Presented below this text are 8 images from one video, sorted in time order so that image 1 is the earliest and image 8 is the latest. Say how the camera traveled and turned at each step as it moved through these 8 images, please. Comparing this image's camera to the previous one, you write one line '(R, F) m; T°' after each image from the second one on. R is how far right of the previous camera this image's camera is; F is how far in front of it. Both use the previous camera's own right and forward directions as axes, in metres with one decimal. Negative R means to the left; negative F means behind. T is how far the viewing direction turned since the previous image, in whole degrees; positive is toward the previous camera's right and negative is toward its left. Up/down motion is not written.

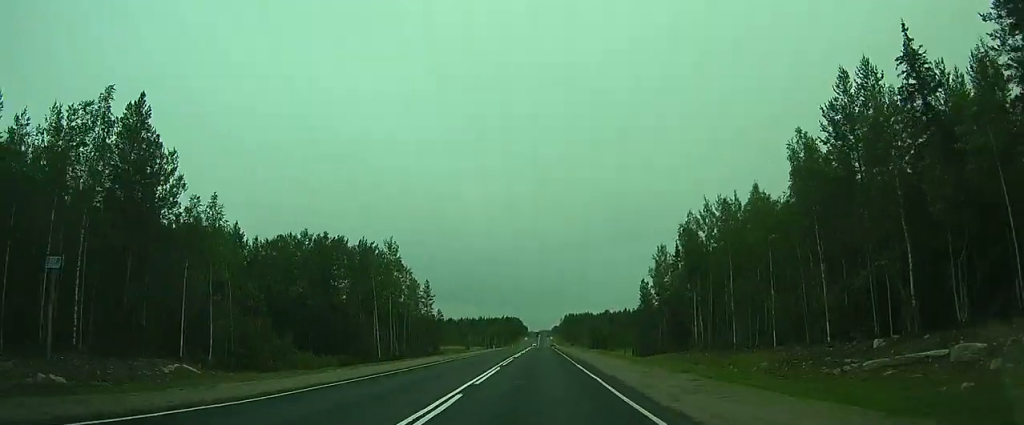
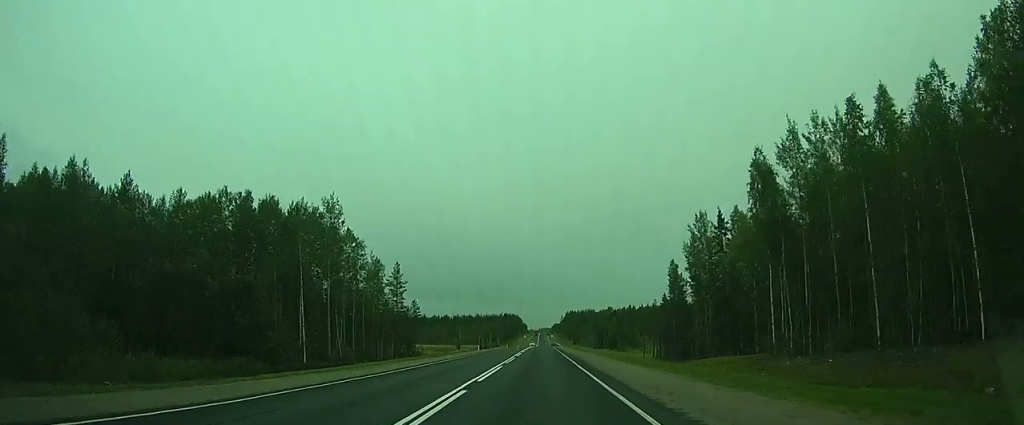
(-0.2, +23.8) m; 0°
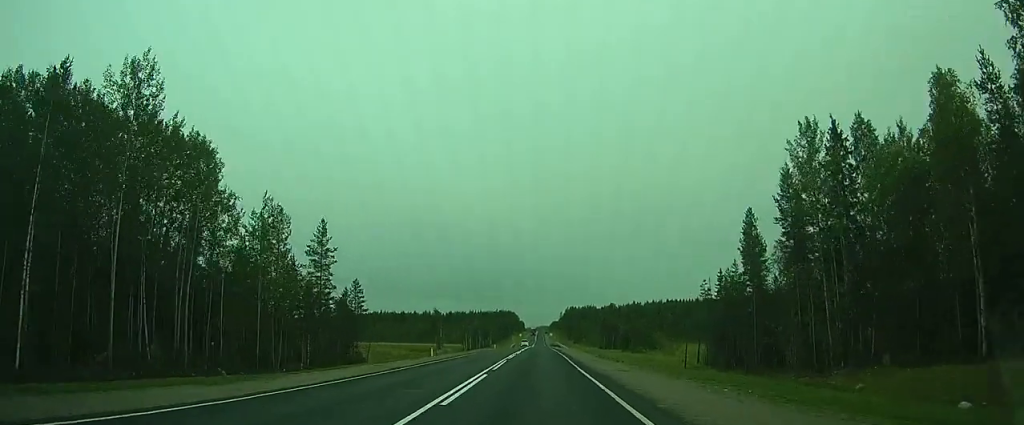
(0.0, +30.9) m; 0°
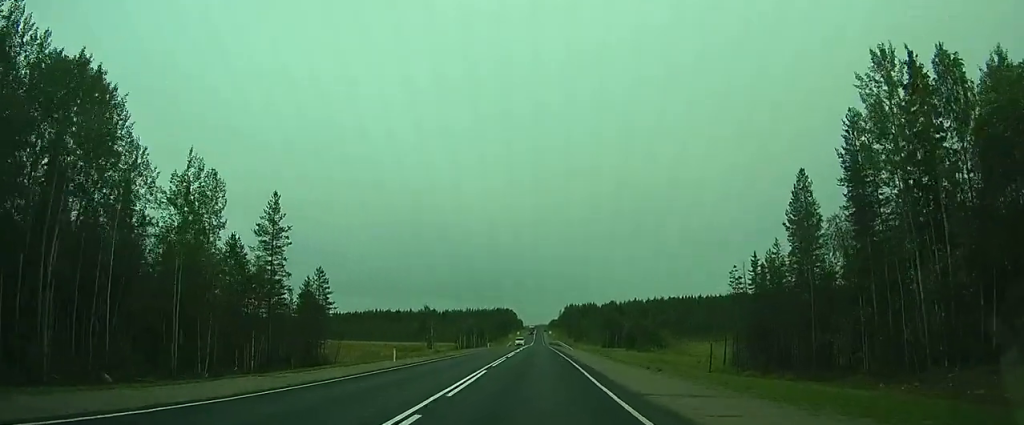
(0.0, +11.1) m; 0°
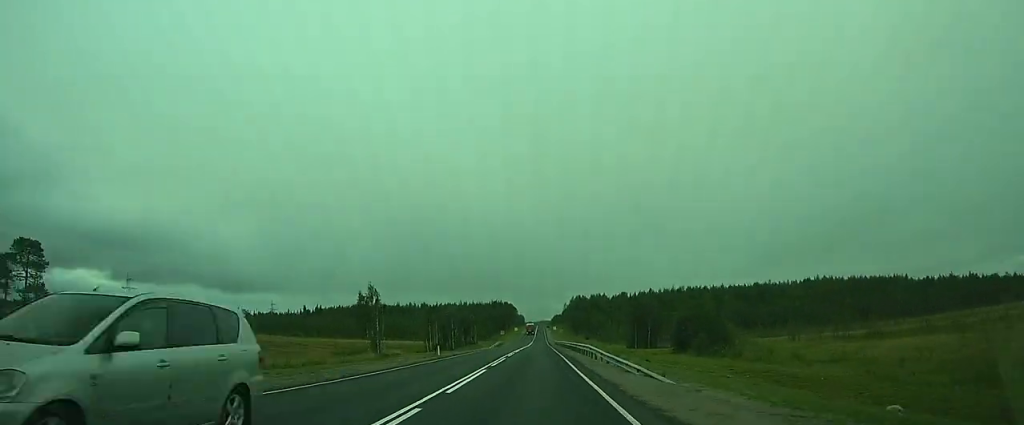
(+0.7, +47.7) m; +3°
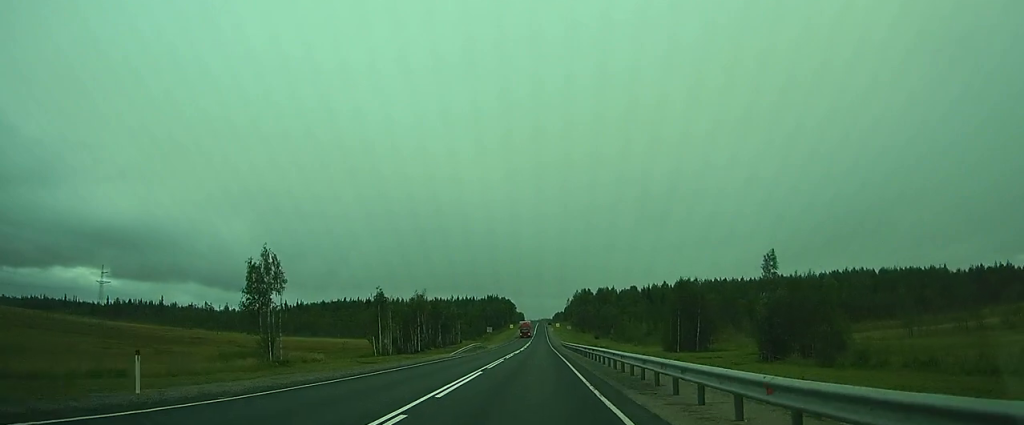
(+1.0, +36.3) m; +2°
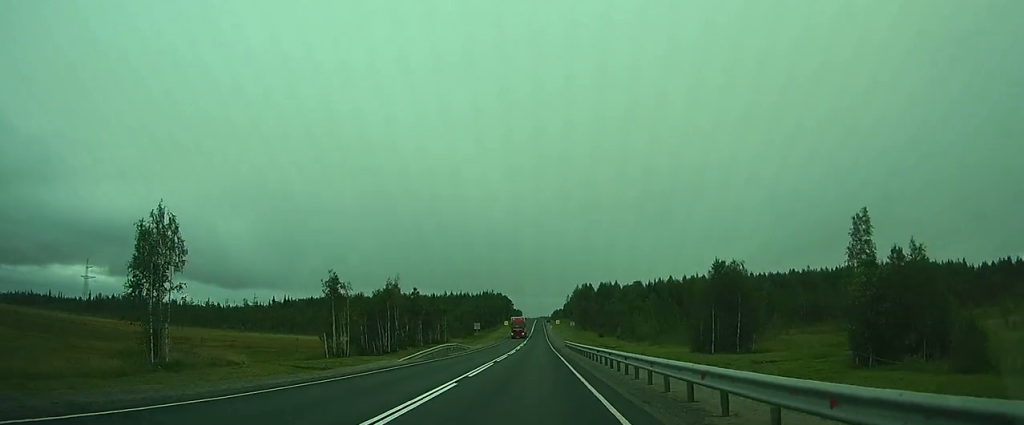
(0.0, +17.0) m; +1°
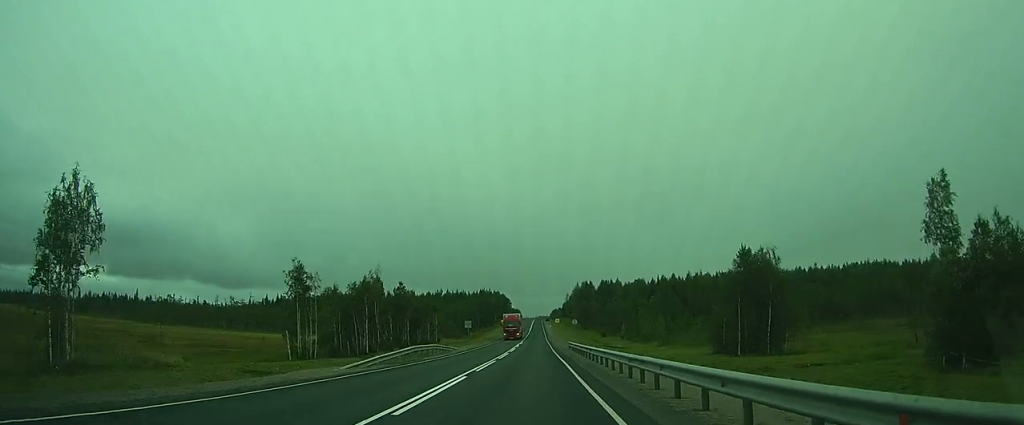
(0.0, +8.9) m; 0°
